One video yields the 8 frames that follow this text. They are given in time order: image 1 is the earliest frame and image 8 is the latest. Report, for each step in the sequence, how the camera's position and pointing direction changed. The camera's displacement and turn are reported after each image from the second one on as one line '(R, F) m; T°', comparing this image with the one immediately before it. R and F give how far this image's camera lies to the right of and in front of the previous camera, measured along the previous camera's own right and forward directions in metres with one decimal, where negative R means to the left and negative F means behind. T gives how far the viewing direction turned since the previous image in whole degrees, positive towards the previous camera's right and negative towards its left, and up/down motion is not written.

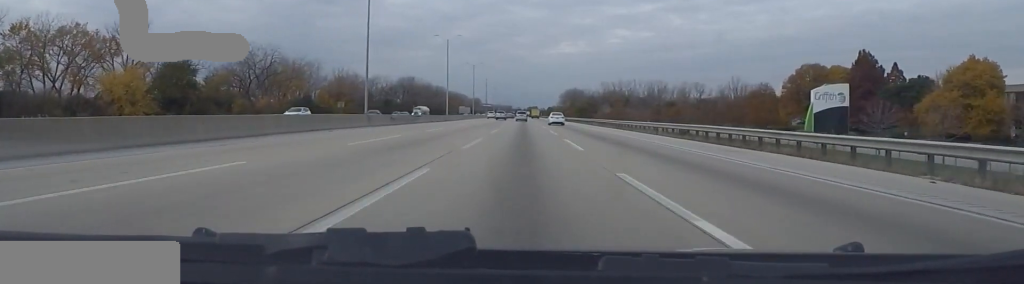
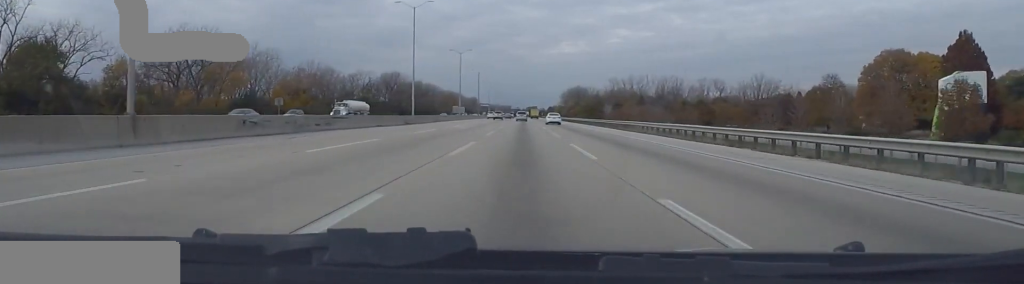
(+0.3, +33.3) m; +1°
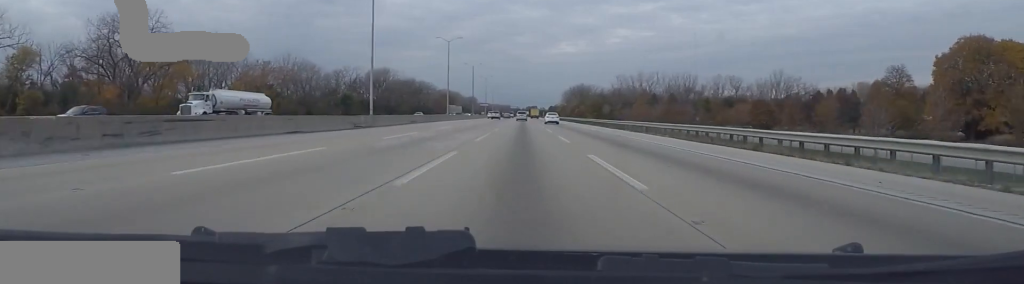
(+0.2, +21.4) m; 0°
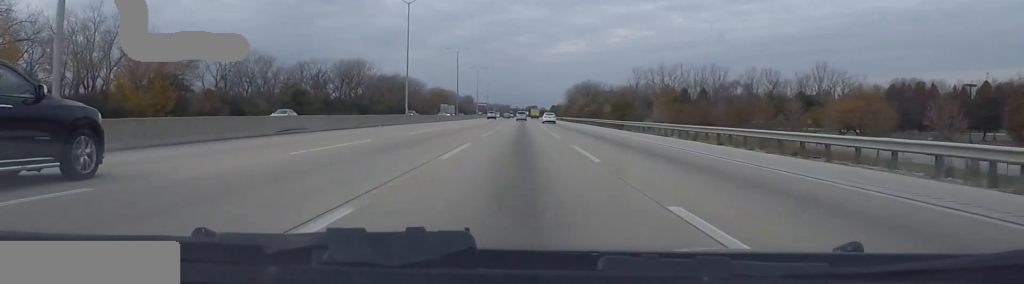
(-0.7, +40.1) m; -1°
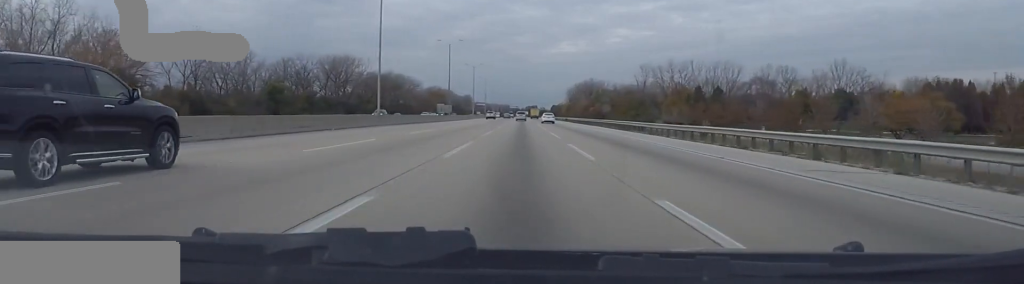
(+0.3, +14.5) m; 0°
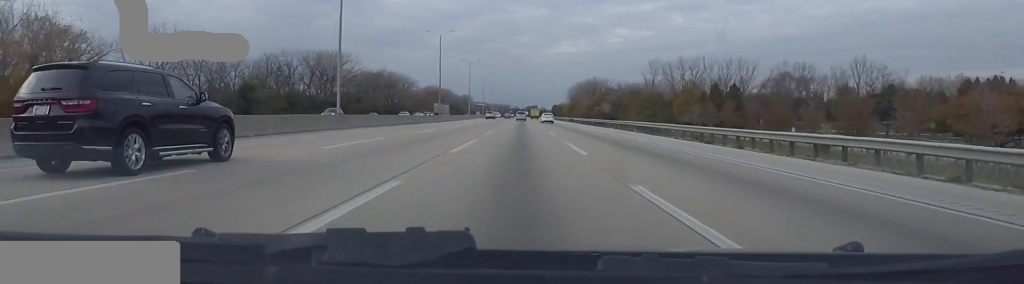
(-0.3, +13.4) m; 0°
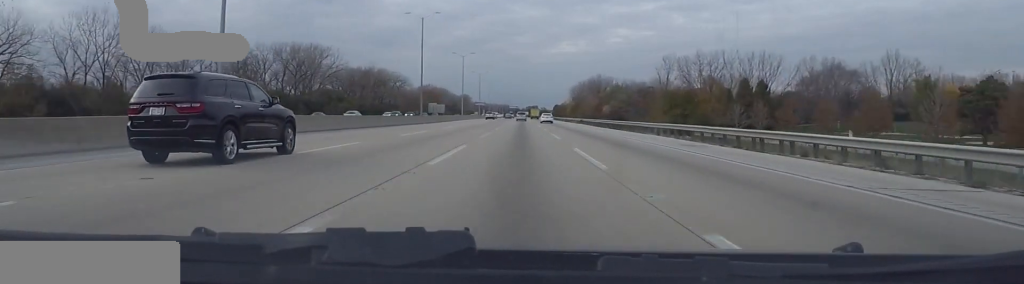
(-0.4, +19.0) m; +1°
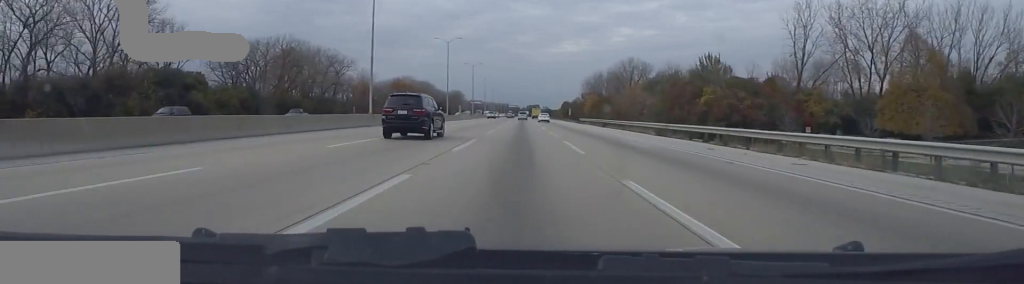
(-1.1, +85.8) m; -1°
